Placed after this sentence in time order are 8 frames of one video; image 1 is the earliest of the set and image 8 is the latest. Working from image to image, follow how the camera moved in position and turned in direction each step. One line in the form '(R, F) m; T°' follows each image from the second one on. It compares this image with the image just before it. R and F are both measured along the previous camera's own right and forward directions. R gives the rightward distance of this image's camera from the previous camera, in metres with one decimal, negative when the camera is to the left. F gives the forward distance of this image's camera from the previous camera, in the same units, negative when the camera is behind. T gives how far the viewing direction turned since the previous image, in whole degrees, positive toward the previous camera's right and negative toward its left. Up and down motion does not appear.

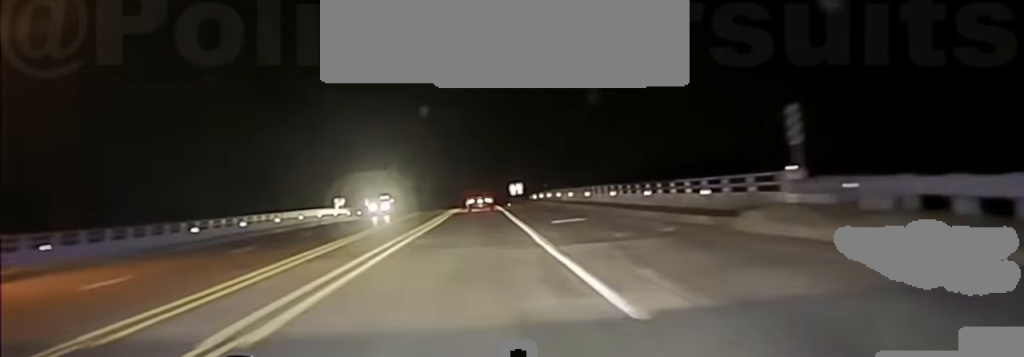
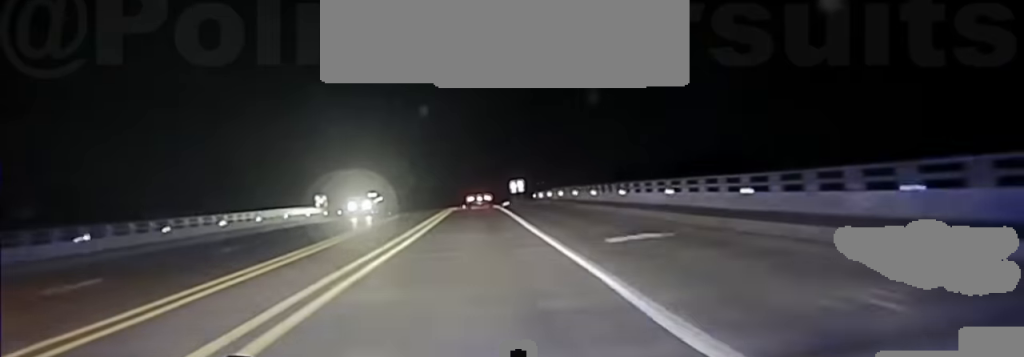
(-0.1, +14.0) m; 0°
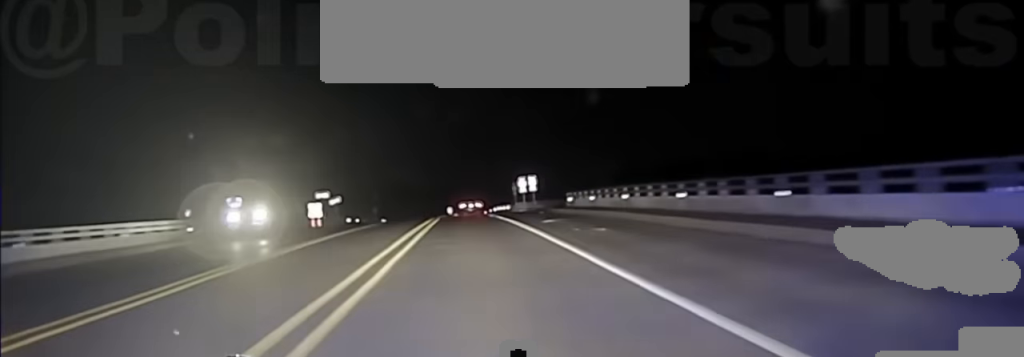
(+0.4, +36.3) m; +1°
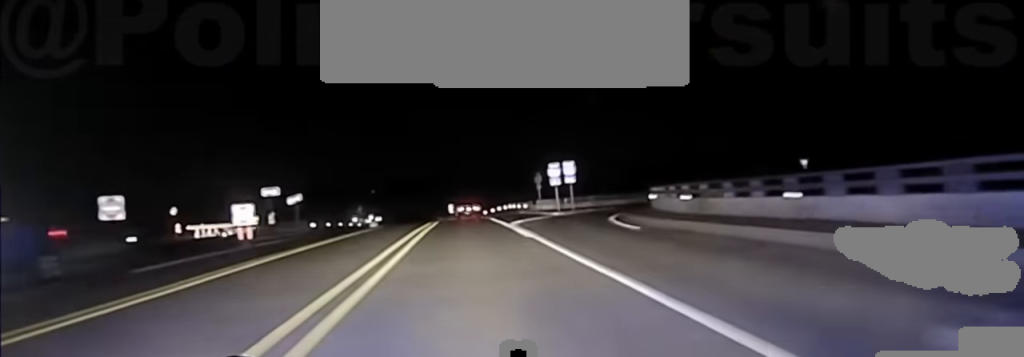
(+0.1, +26.3) m; 0°
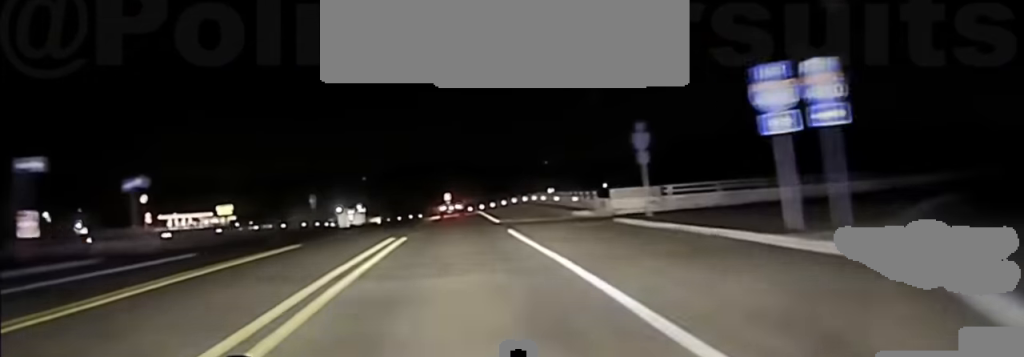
(0.0, +43.0) m; 0°
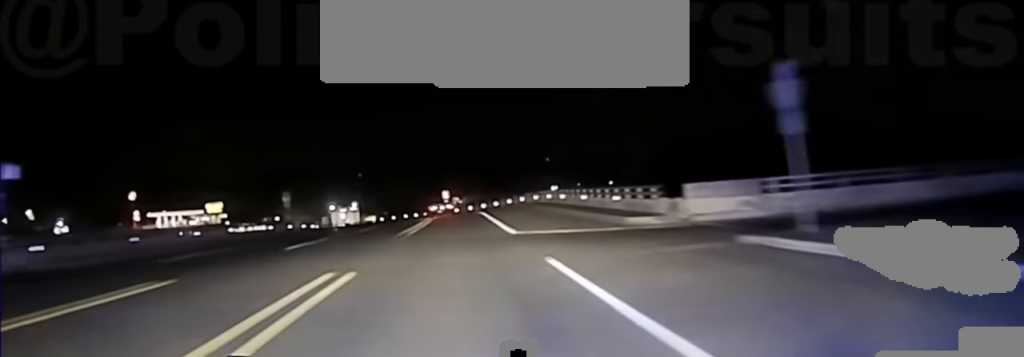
(+0.1, +13.7) m; 0°
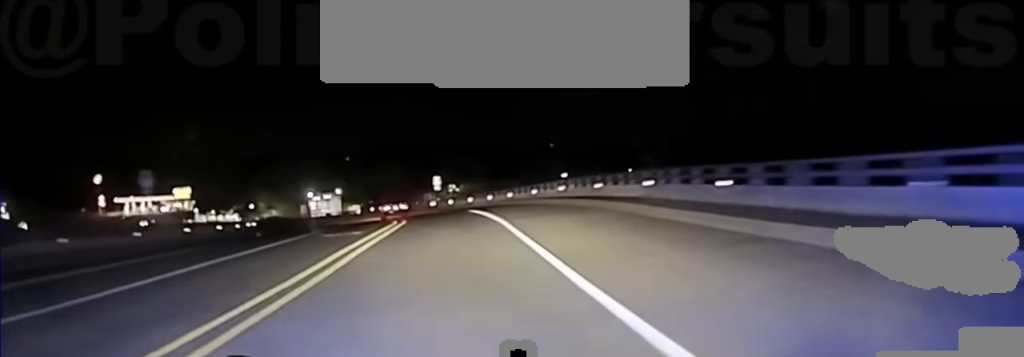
(-0.3, +41.4) m; -2°
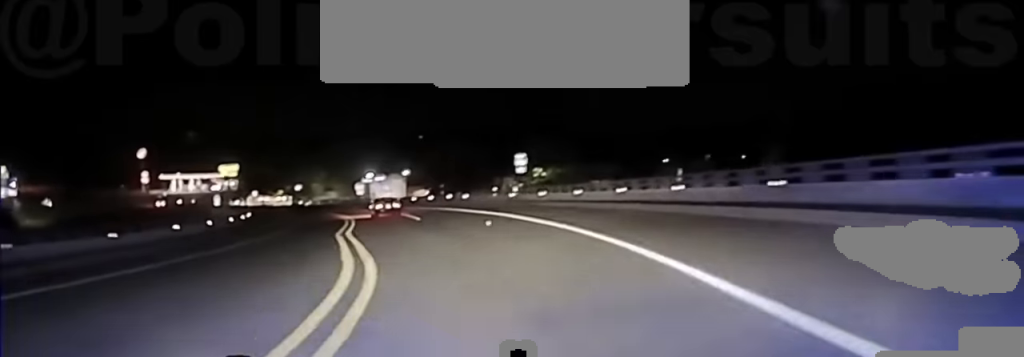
(-1.0, +37.2) m; -4°
